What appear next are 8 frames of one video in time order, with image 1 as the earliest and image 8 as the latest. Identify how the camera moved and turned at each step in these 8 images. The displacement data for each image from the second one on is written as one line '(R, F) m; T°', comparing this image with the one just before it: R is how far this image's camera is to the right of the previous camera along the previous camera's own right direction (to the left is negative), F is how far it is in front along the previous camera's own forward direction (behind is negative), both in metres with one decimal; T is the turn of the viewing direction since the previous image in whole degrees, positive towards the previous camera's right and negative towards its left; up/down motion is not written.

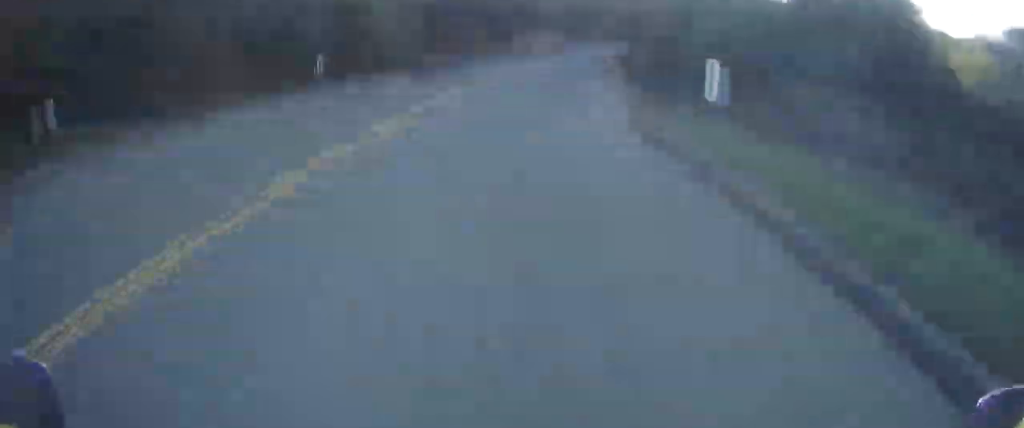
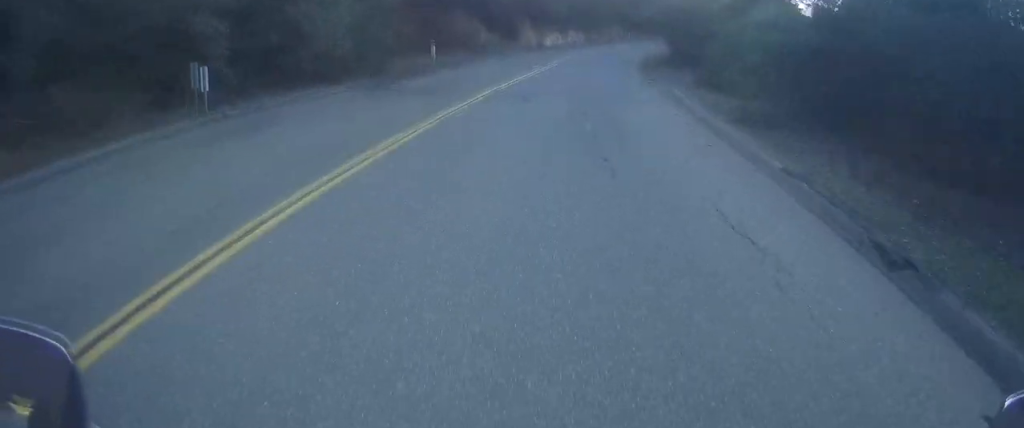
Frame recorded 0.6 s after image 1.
(+0.6, +10.8) m; +5°
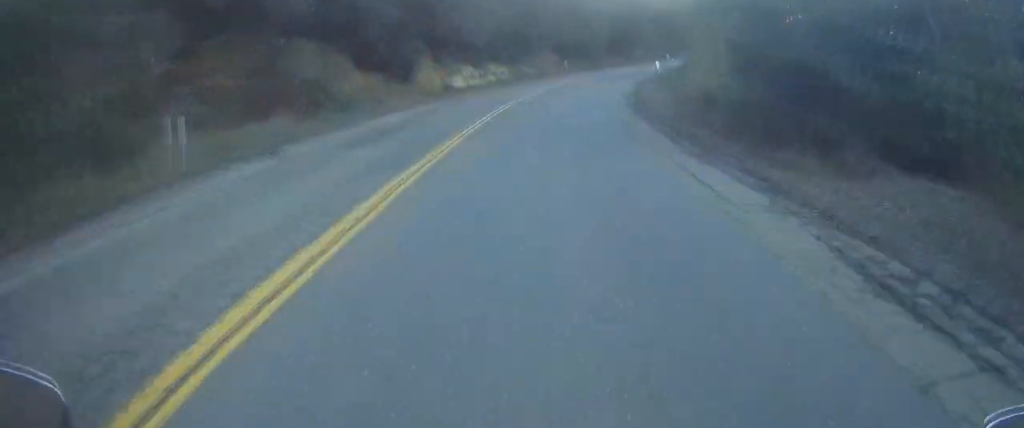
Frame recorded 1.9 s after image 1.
(+0.8, +21.2) m; +4°
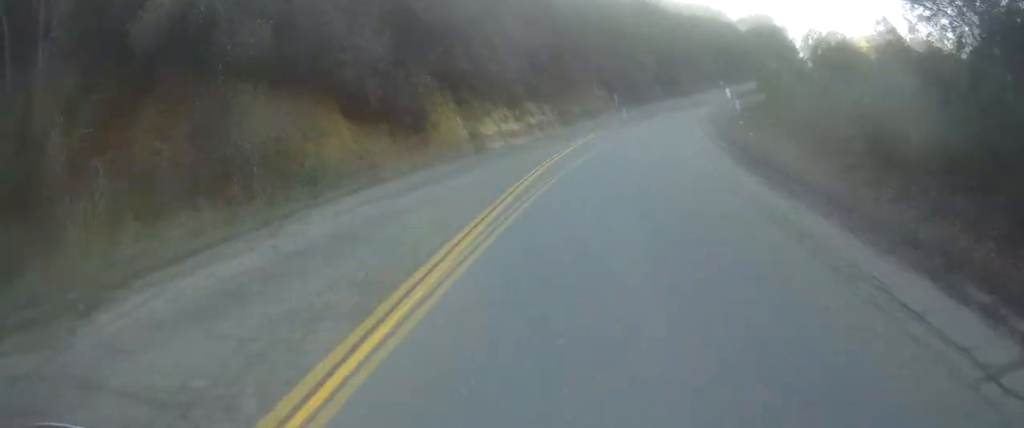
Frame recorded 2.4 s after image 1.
(+0.3, +9.2) m; +2°
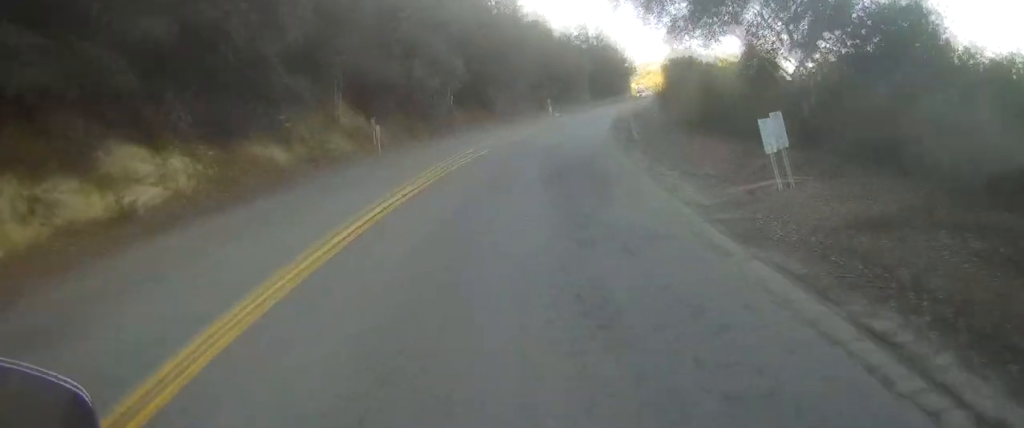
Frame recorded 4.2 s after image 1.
(+0.9, +30.9) m; +7°
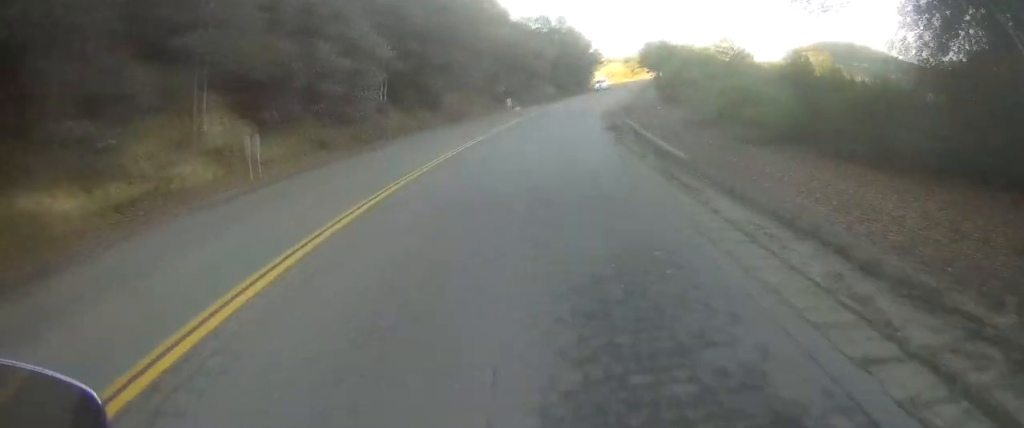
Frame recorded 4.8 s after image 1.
(+0.1, +11.0) m; +6°
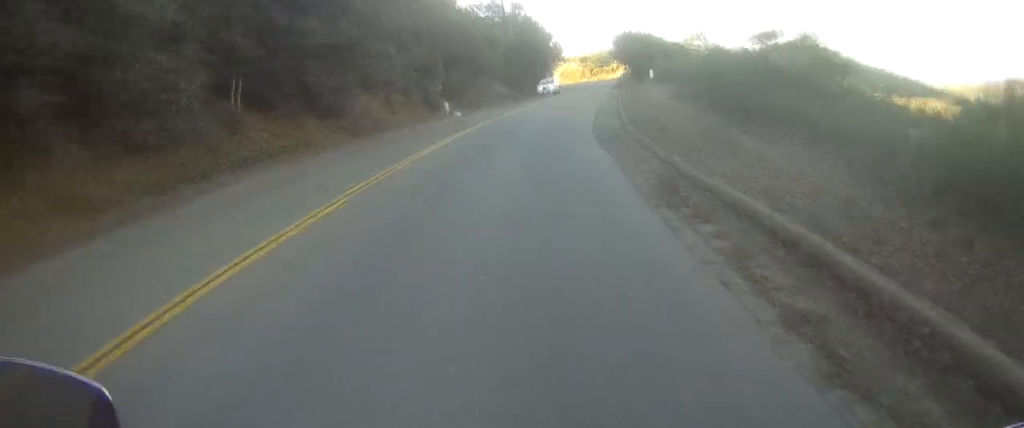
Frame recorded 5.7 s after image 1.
(+1.6, +15.6) m; +11°
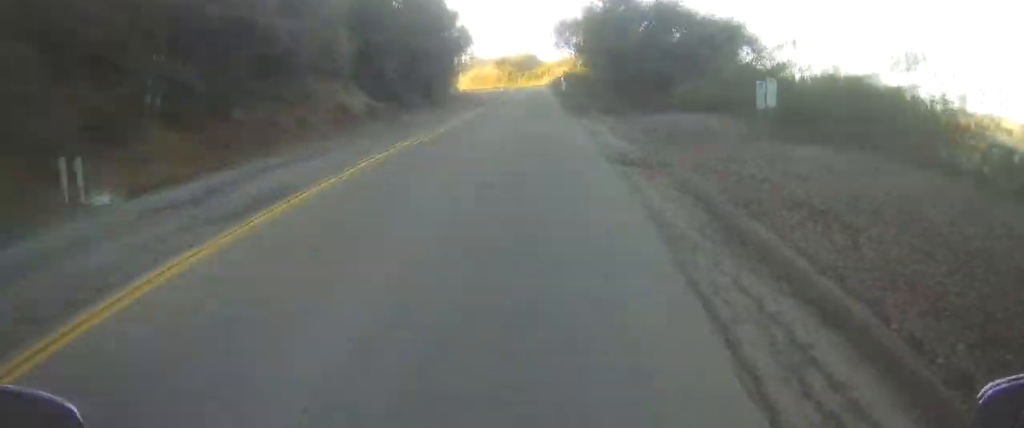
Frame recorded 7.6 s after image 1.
(+3.2, +35.0) m; +4°
